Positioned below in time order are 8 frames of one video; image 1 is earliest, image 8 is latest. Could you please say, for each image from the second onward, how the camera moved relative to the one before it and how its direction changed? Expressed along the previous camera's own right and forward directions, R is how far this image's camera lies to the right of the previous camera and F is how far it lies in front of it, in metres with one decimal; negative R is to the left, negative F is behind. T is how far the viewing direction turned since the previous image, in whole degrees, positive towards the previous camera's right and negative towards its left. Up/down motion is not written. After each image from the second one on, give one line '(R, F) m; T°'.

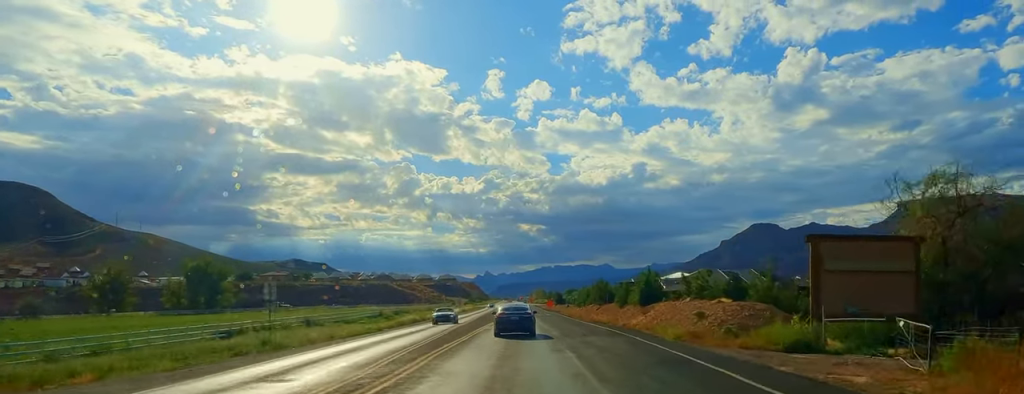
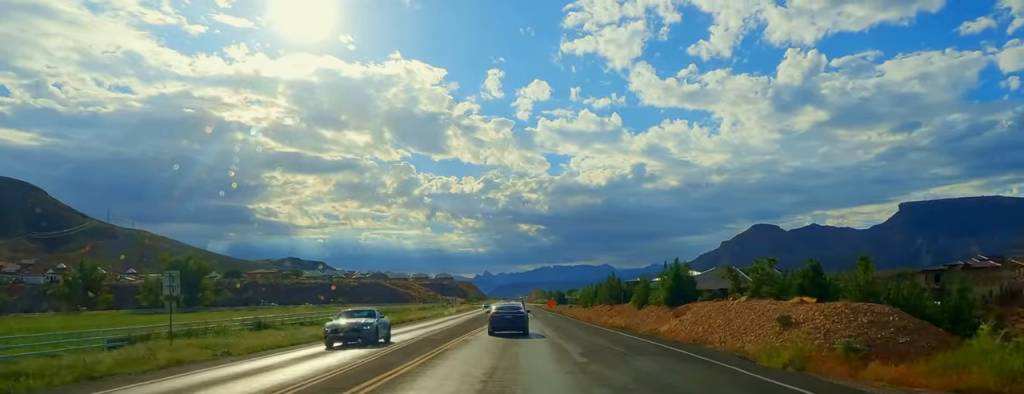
(-0.3, +13.5) m; 0°
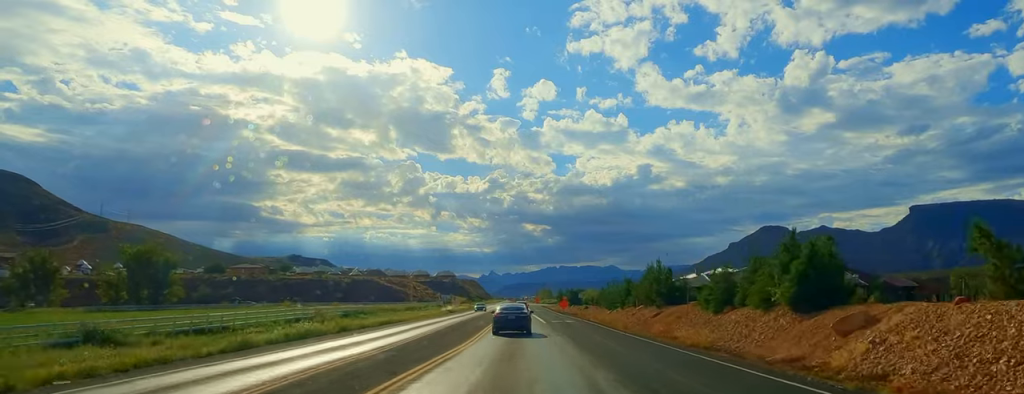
(-0.1, +24.6) m; -1°
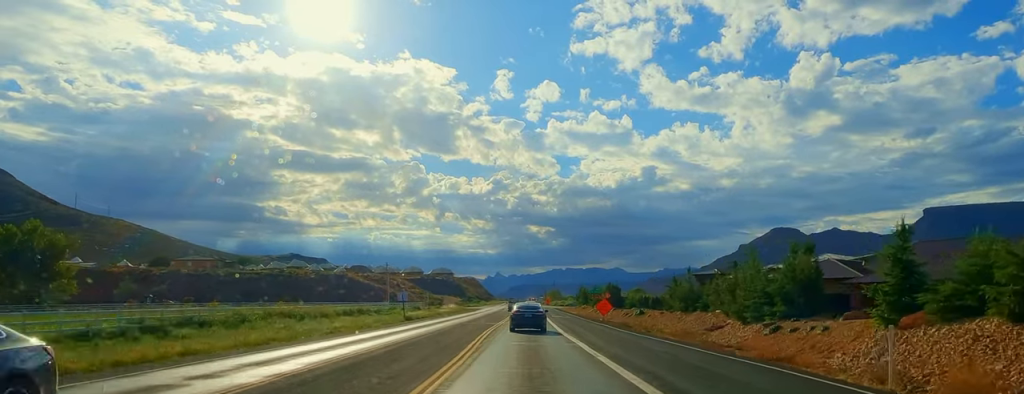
(-1.7, +51.3) m; -2°
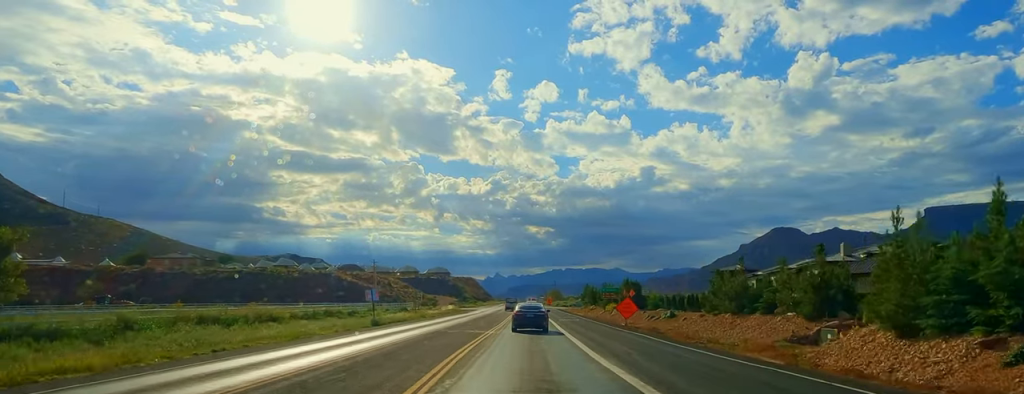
(+0.3, +15.2) m; 0°
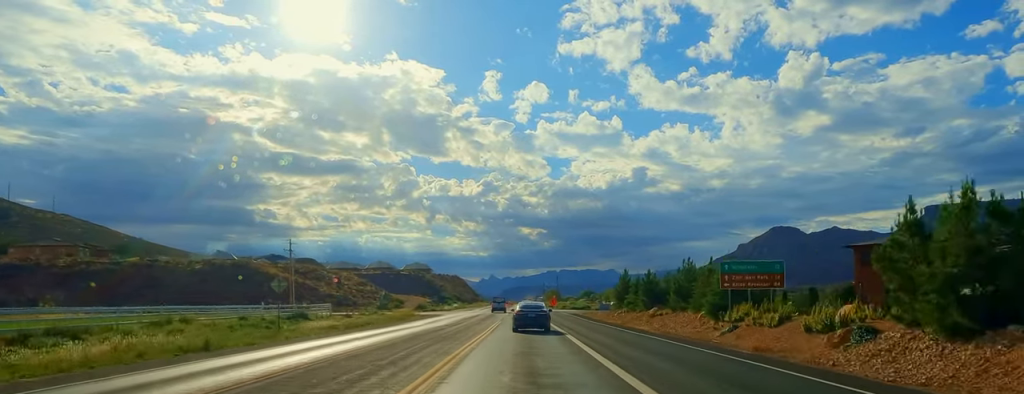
(+0.5, +56.2) m; +1°
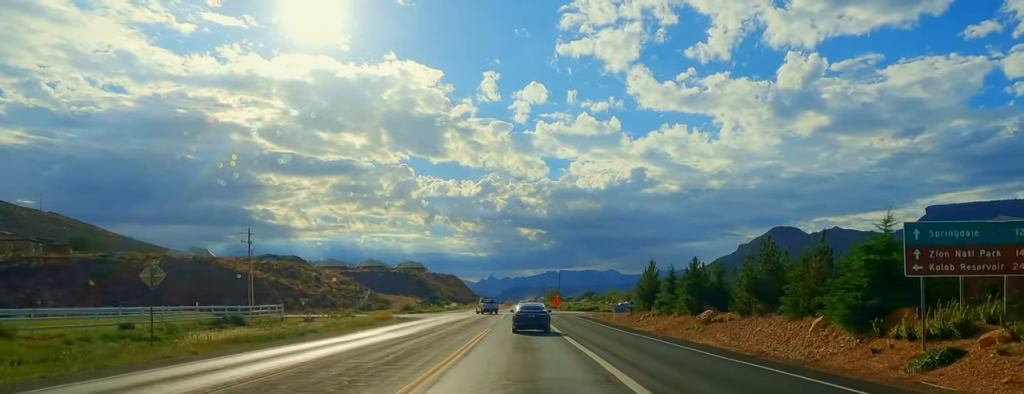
(+0.6, +16.3) m; +1°
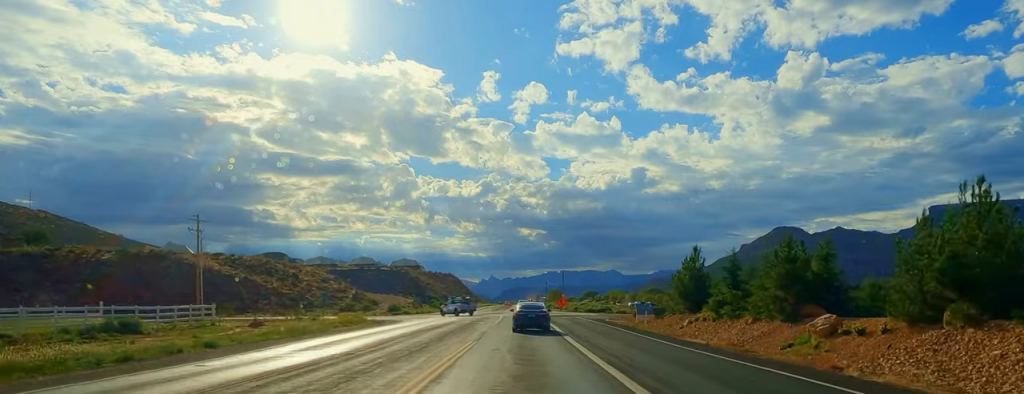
(+0.4, +15.2) m; 0°
